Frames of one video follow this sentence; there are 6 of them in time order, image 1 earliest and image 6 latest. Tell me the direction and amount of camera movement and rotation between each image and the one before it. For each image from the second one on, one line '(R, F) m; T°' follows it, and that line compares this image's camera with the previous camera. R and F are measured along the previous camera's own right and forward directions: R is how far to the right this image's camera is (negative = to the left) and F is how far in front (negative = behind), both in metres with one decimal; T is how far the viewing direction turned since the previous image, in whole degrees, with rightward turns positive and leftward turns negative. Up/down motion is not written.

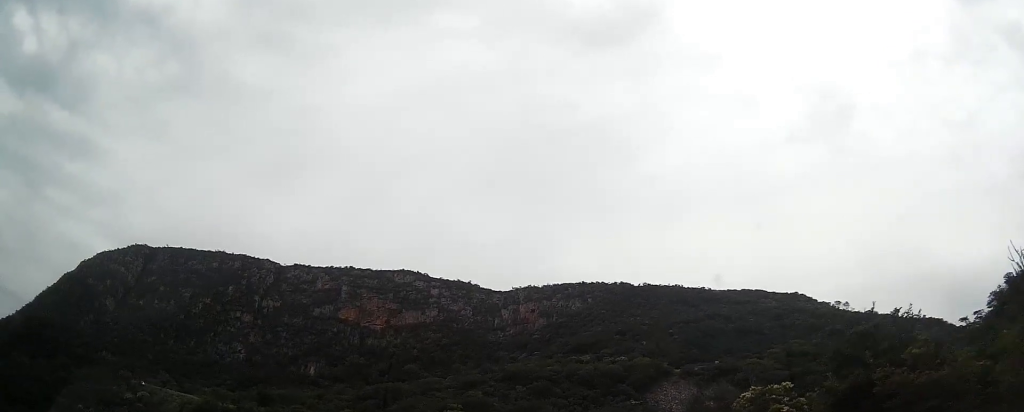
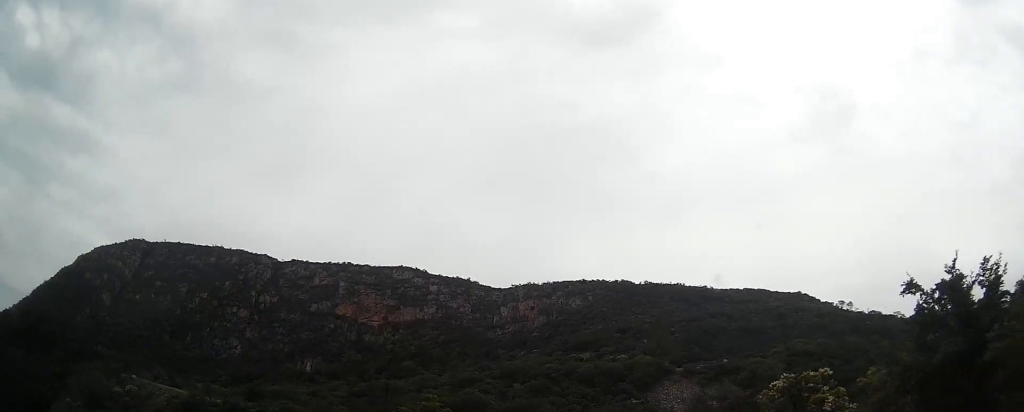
(0.0, +6.4) m; 0°
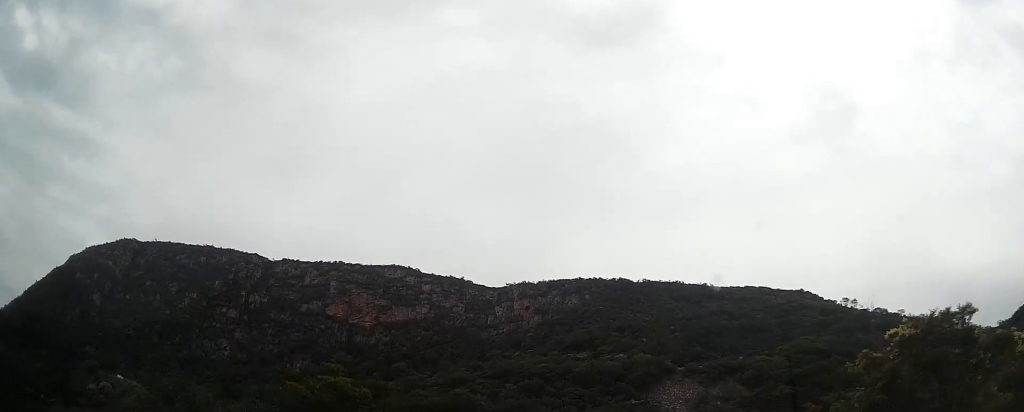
(-0.1, +13.7) m; 0°
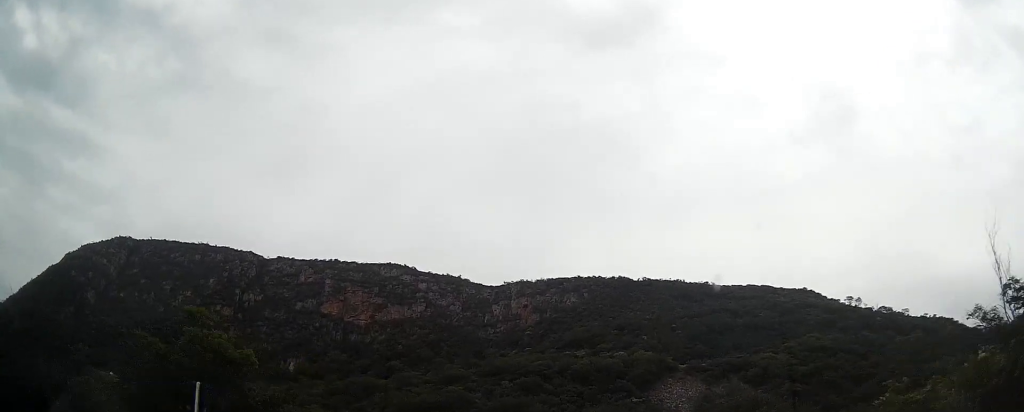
(+0.1, +8.9) m; 0°
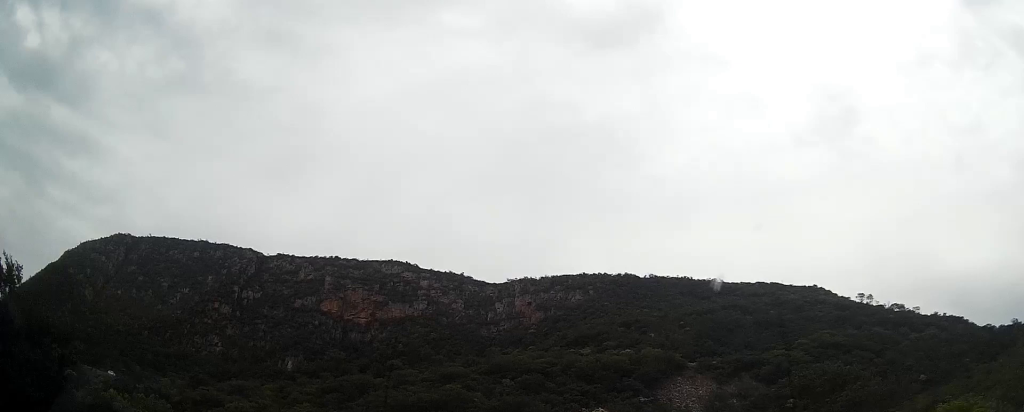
(0.0, +10.7) m; 0°
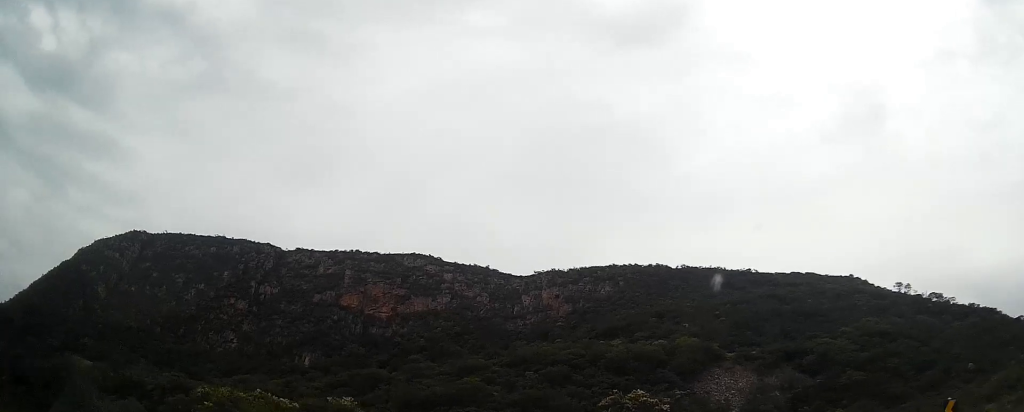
(-0.1, +17.9) m; -1°
